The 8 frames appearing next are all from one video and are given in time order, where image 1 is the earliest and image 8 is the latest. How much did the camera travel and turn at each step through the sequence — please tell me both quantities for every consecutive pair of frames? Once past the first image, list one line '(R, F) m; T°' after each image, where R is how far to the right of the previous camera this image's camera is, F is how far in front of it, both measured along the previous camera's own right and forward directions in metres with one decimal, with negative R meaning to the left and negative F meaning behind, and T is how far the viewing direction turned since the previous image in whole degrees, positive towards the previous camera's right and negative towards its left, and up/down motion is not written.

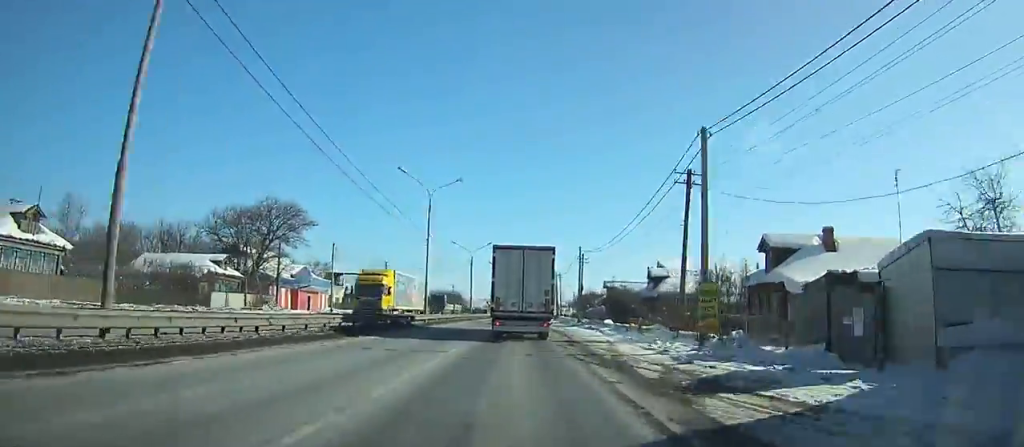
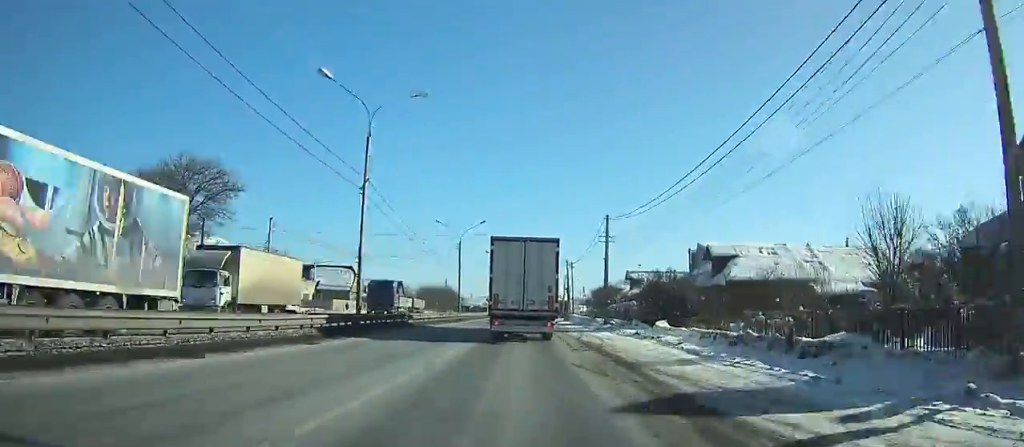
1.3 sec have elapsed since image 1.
(0.0, +16.8) m; 0°
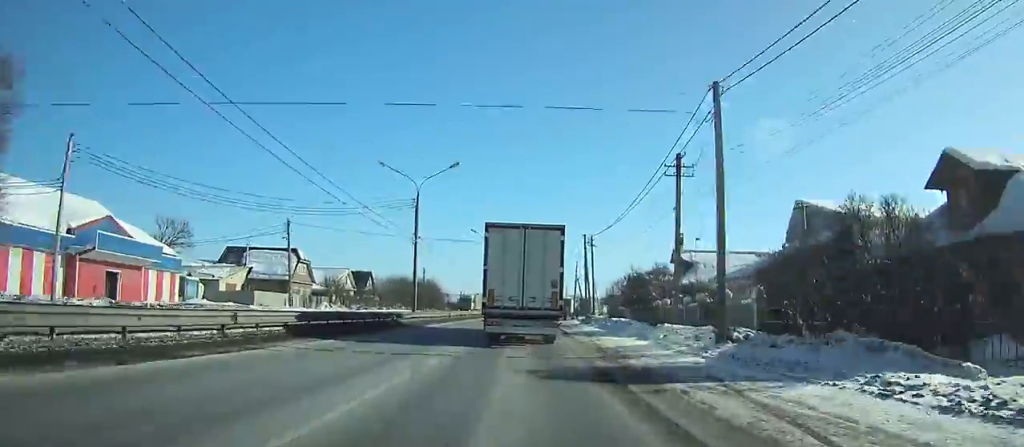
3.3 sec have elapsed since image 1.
(-0.1, +24.9) m; 0°
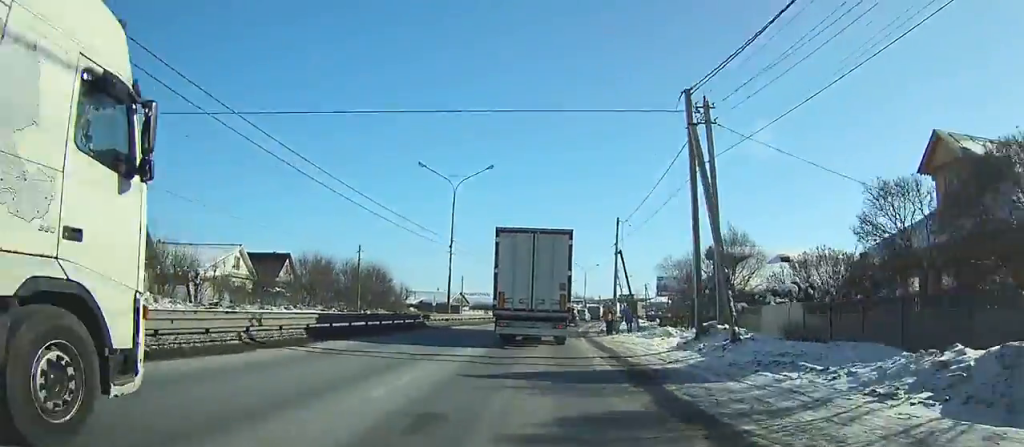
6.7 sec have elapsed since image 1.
(+0.1, +38.0) m; +1°
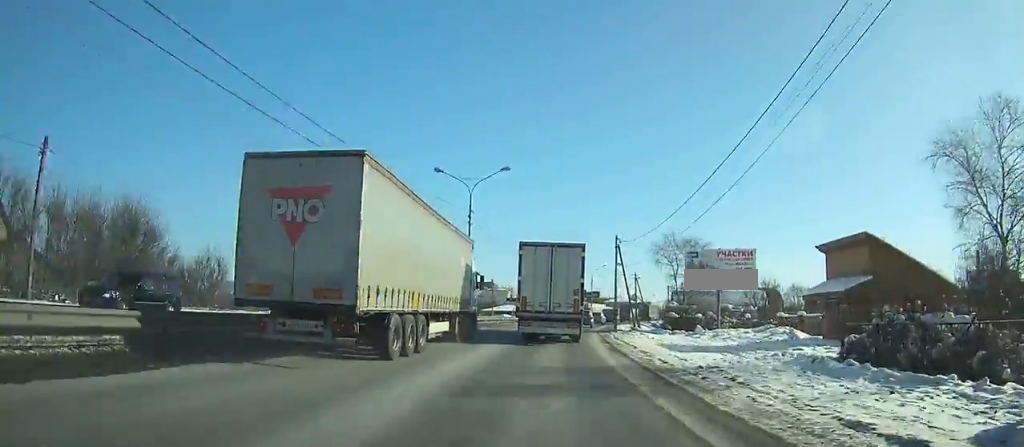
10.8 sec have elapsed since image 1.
(+1.5, +41.2) m; +5°
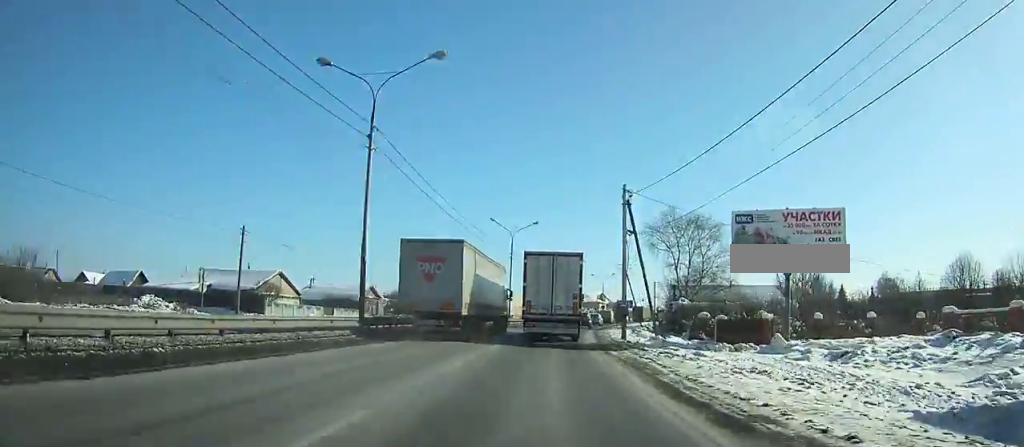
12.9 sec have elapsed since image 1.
(+0.5, +20.8) m; +3°
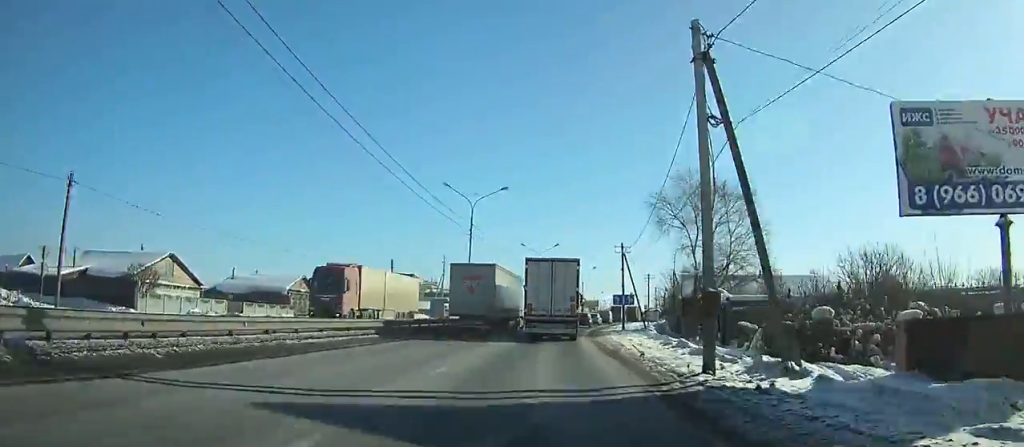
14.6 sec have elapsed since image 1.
(+0.6, +17.4) m; +3°
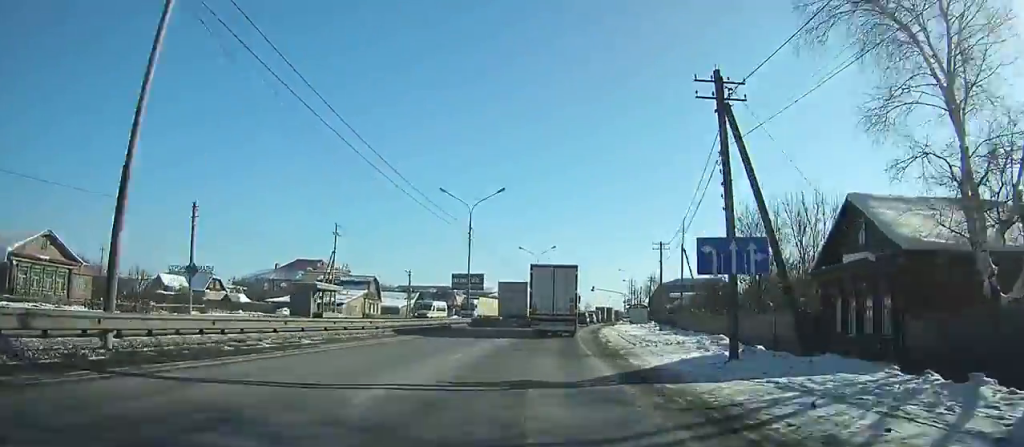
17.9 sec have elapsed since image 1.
(+1.5, +35.6) m; +5°
